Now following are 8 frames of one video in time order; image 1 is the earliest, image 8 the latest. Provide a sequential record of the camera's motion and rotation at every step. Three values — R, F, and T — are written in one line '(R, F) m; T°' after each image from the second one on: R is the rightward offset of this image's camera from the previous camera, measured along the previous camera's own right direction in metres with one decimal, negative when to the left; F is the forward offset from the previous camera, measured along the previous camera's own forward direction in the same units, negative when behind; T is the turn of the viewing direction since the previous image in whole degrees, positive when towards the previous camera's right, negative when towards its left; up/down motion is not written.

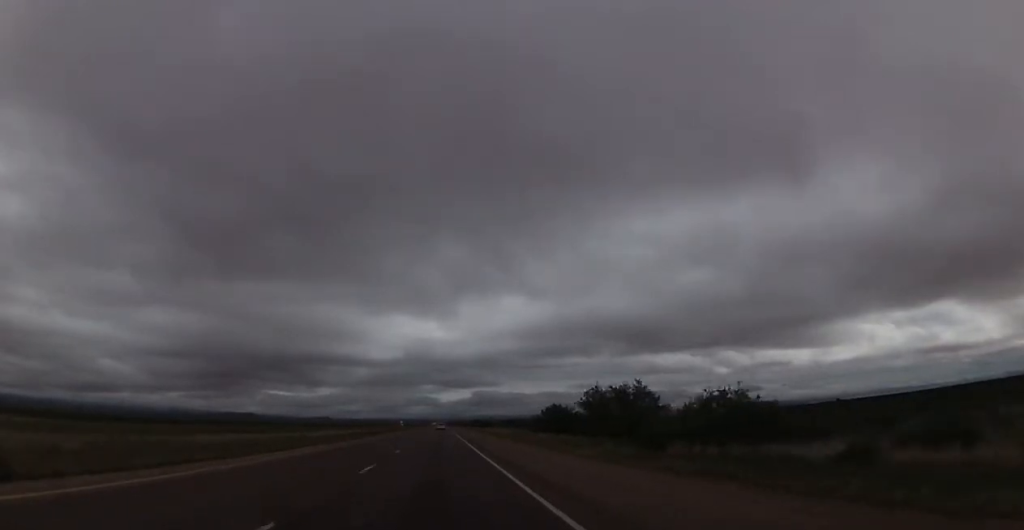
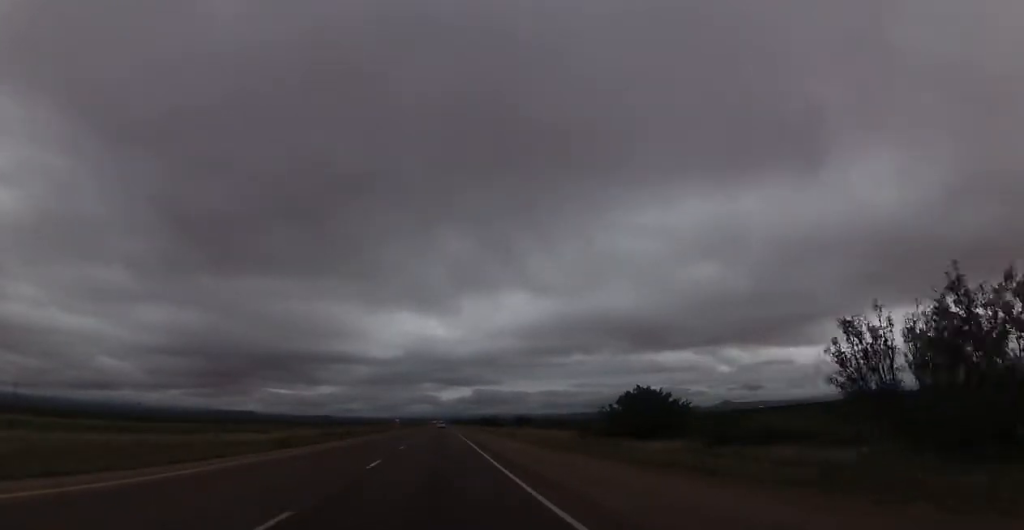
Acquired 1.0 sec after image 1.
(0.0, +35.5) m; 0°
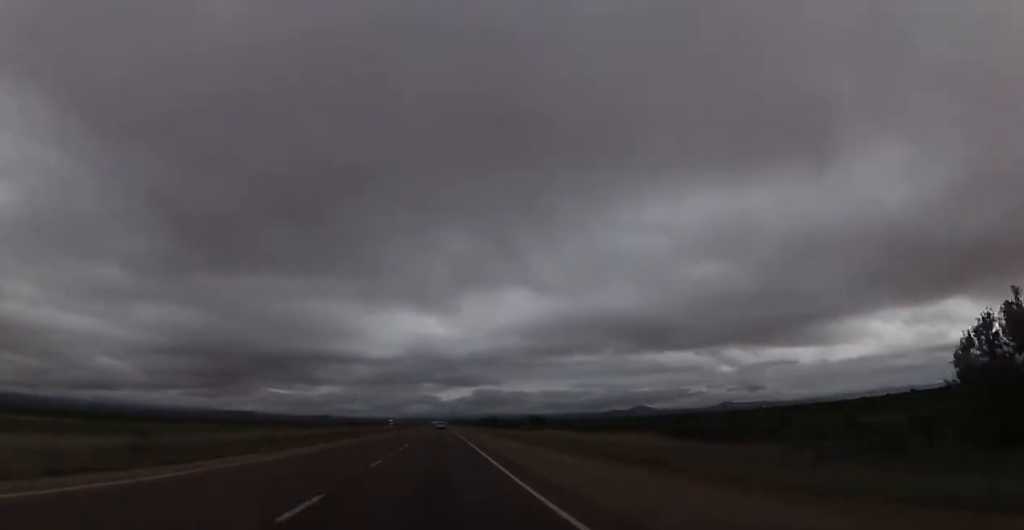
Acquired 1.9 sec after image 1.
(0.0, +34.3) m; 0°
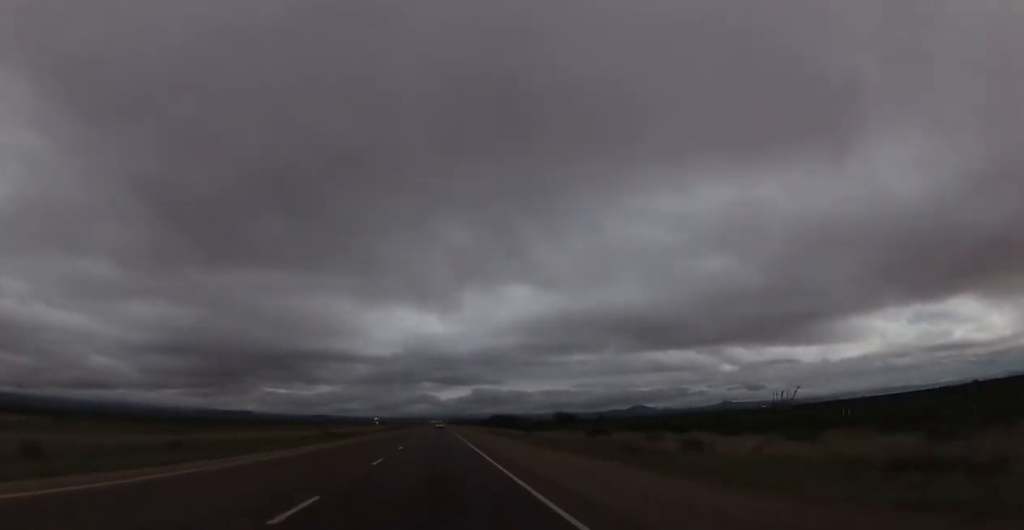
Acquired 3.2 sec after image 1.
(0.0, +49.0) m; 0°
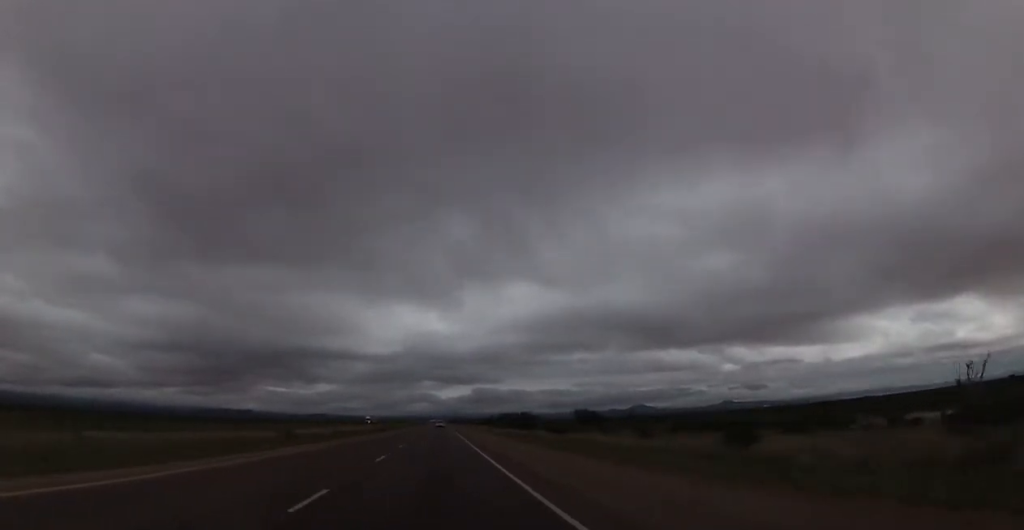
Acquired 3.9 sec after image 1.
(0.0, +23.3) m; 0°
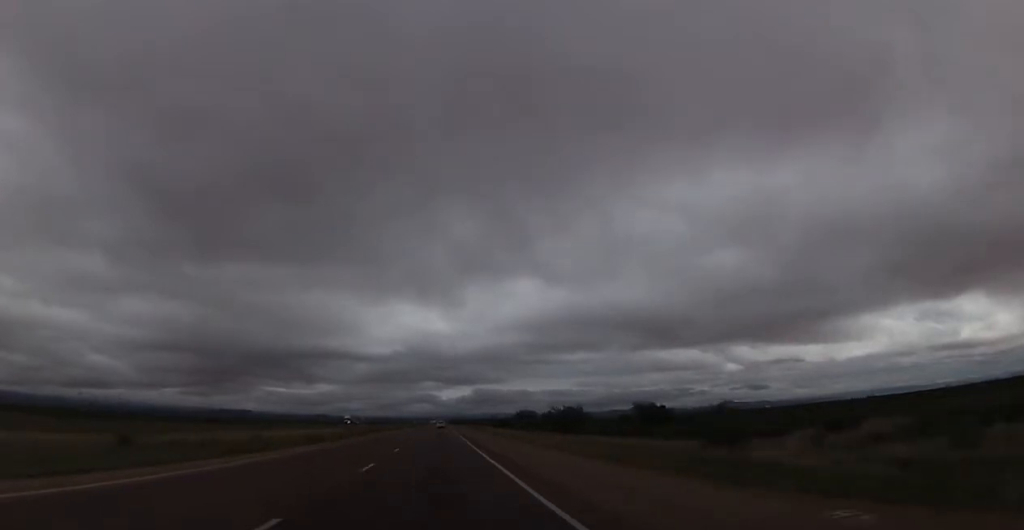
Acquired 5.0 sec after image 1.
(-0.2, +40.3) m; -1°
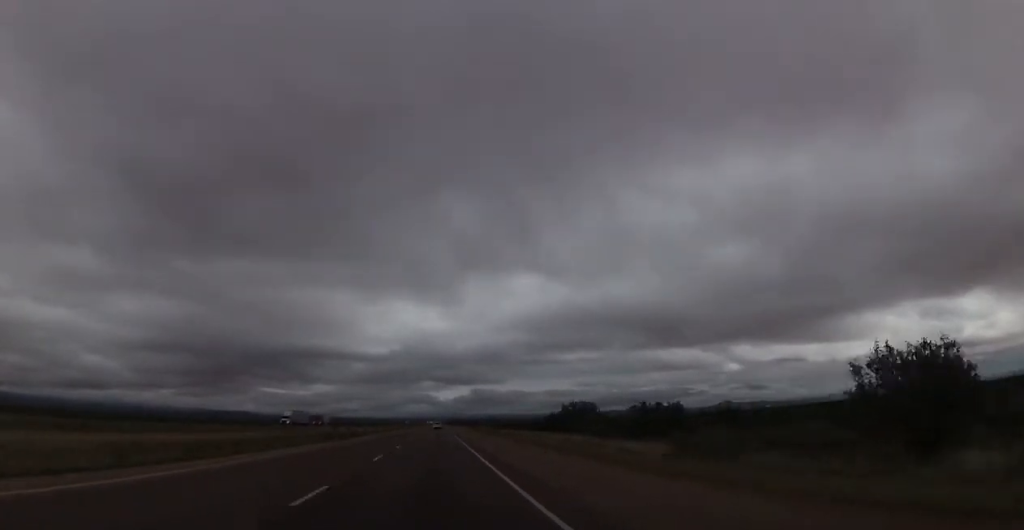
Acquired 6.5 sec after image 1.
(+0.1, +56.2) m; +1°
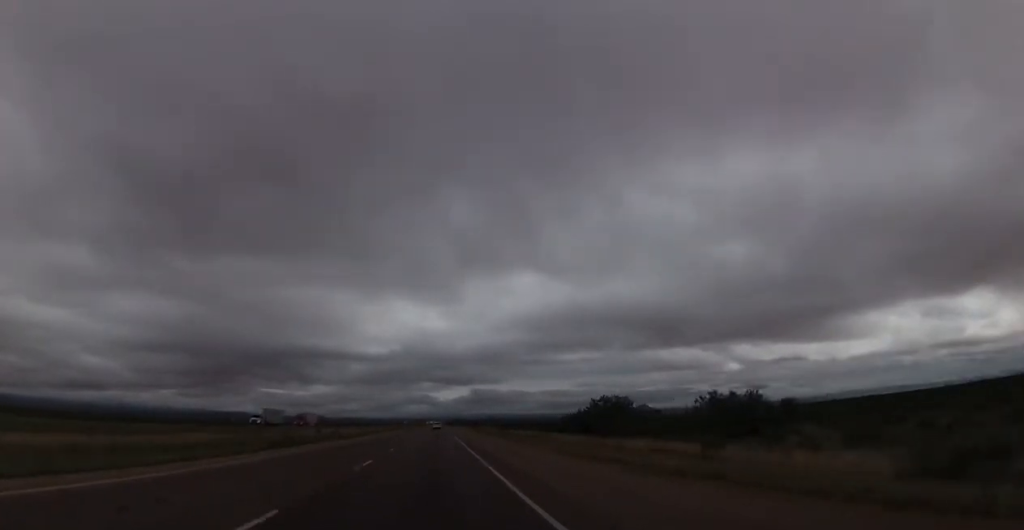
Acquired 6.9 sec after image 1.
(0.0, +15.9) m; 0°
